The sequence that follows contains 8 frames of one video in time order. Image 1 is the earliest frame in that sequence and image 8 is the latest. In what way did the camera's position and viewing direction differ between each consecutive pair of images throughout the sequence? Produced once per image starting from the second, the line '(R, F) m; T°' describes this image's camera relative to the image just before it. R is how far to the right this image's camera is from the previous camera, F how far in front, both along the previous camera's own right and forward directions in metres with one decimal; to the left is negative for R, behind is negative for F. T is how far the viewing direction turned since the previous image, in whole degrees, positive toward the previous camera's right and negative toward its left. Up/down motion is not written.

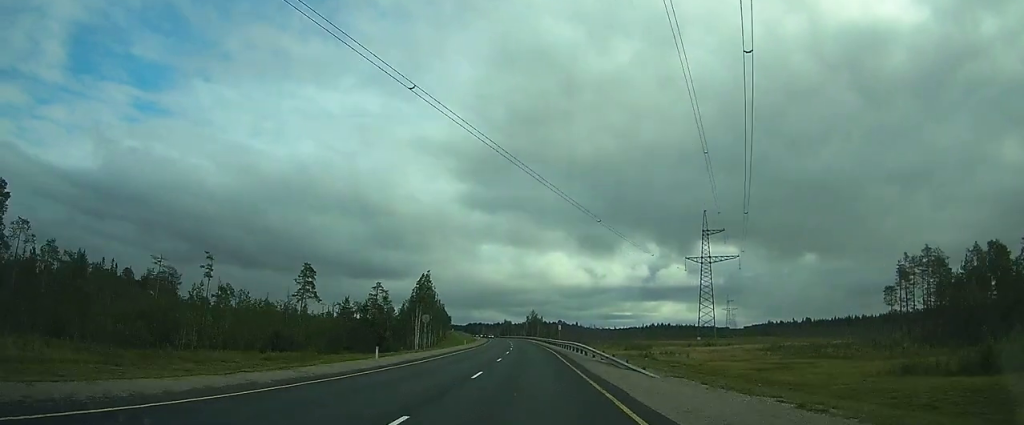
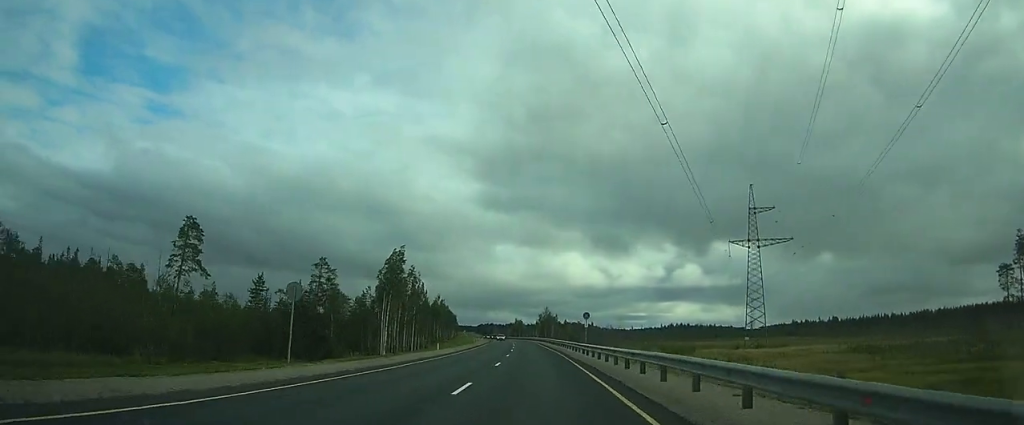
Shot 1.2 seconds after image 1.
(-0.6, +24.4) m; -2°
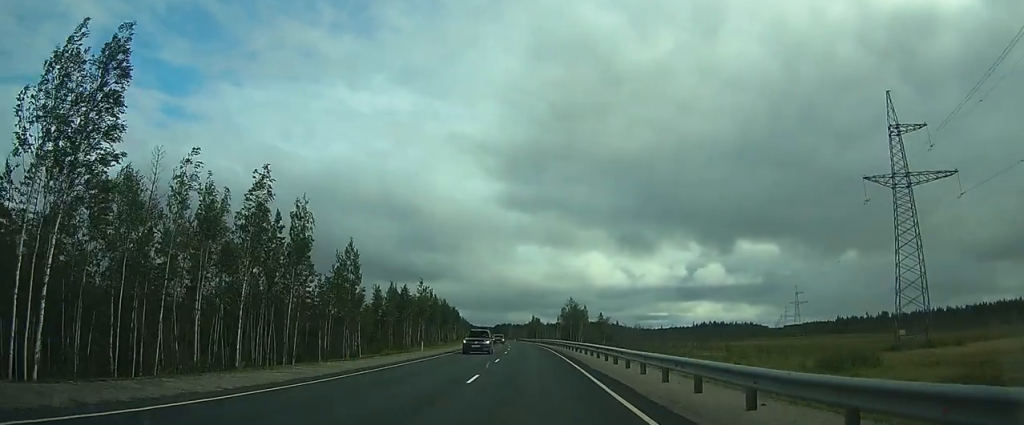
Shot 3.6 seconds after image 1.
(-1.1, +47.2) m; 0°
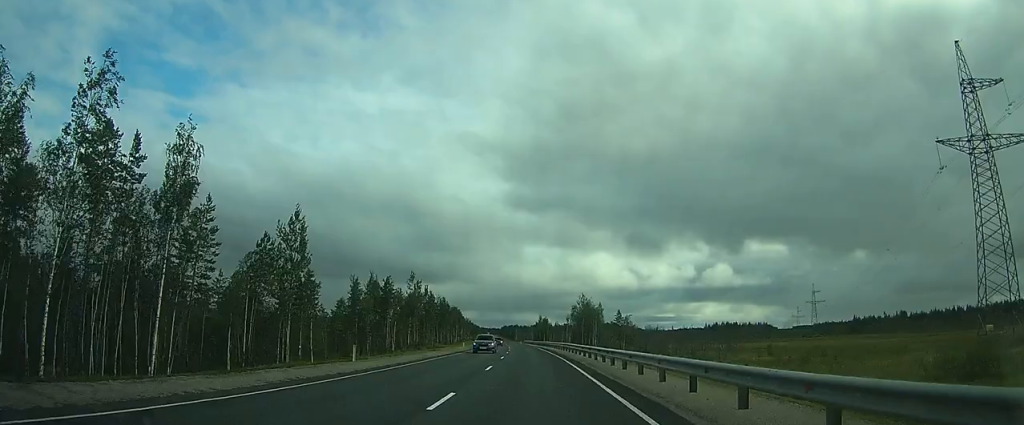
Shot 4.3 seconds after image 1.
(+0.6, +15.5) m; +2°
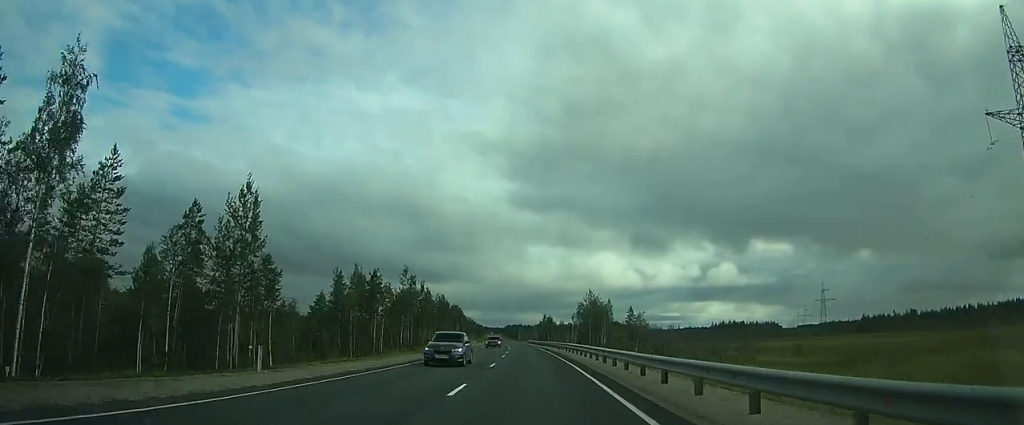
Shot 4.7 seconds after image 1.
(0.0, +8.9) m; +1°
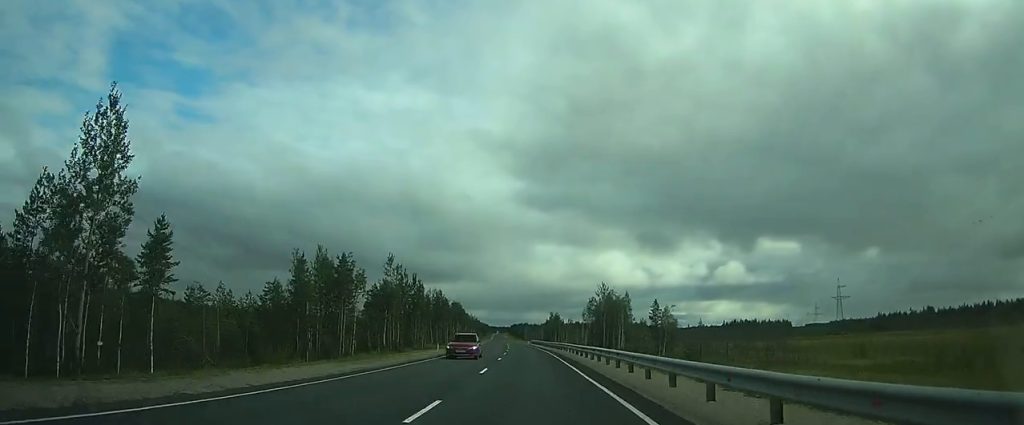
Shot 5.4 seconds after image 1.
(-0.1, +14.9) m; +1°
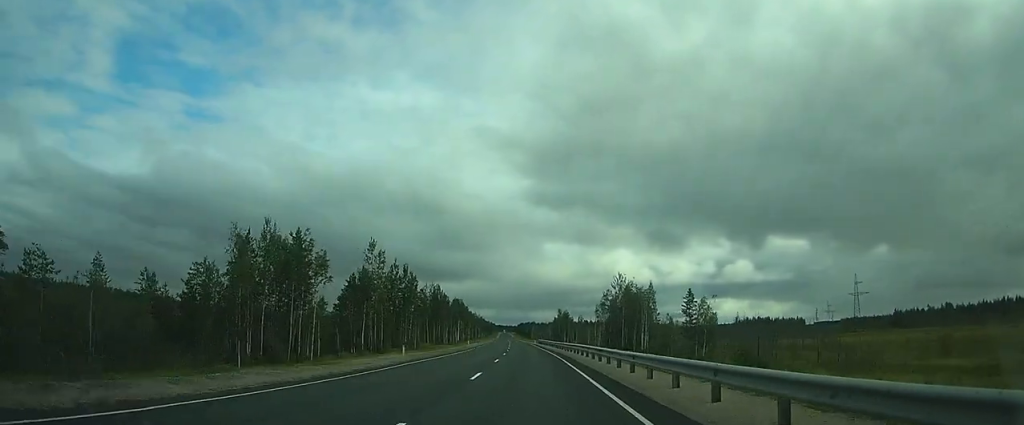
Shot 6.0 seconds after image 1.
(+0.3, +14.9) m; 0°
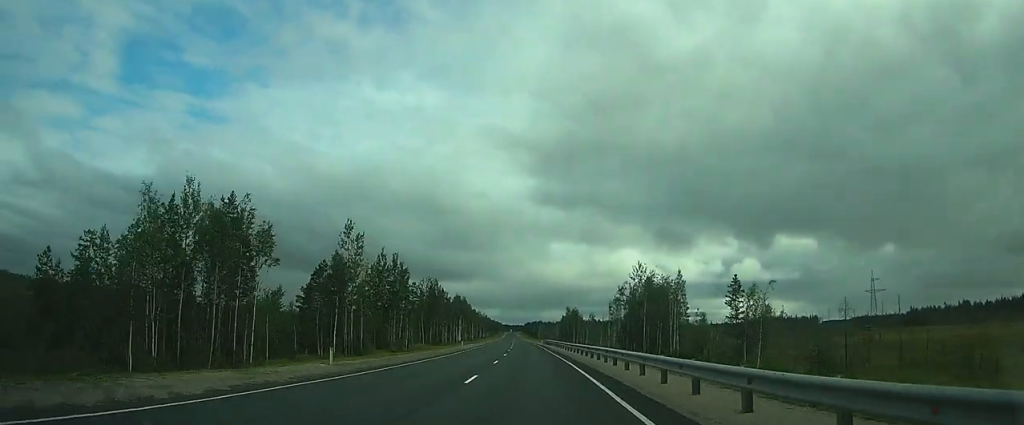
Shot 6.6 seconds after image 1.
(+0.1, +13.6) m; 0°
